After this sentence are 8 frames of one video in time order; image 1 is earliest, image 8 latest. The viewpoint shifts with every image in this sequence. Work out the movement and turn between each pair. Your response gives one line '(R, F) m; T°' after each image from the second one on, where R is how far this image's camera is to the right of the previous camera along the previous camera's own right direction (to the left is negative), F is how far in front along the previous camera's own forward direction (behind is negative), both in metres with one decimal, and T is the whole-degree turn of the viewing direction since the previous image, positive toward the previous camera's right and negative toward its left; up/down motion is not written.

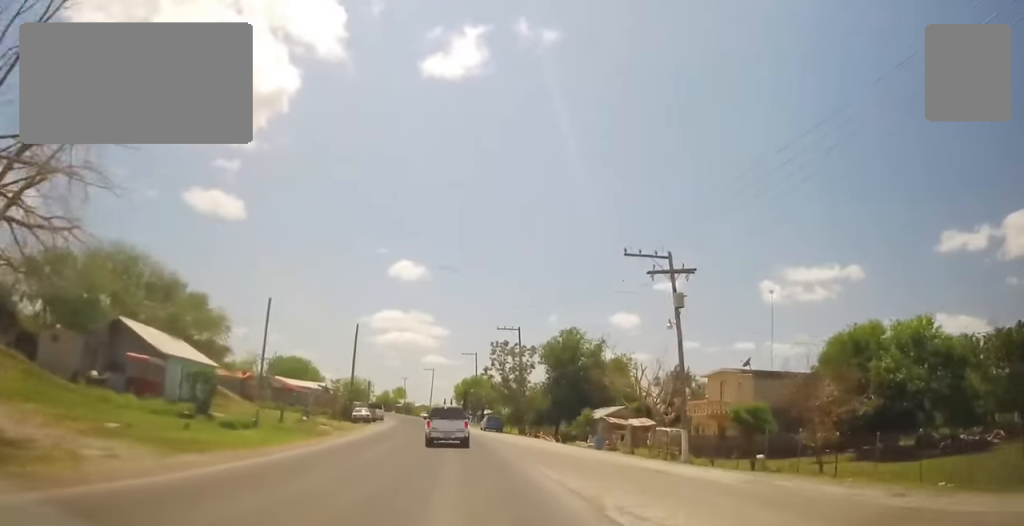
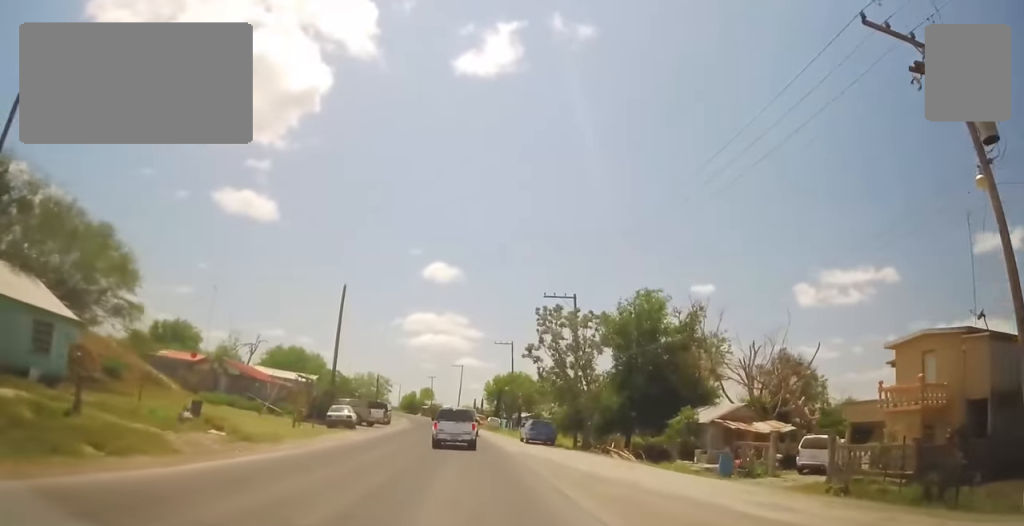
(0.0, +17.8) m; 0°
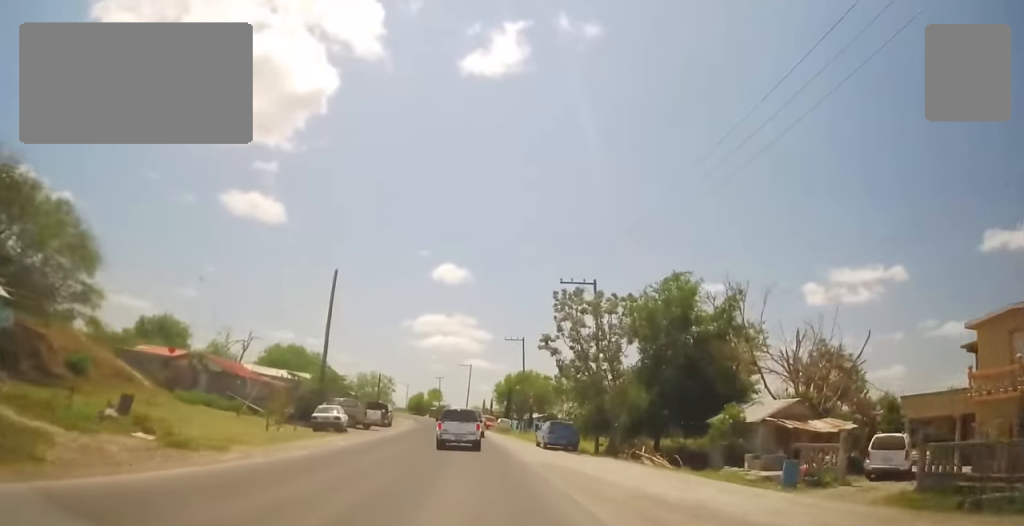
(0.0, +4.8) m; 0°
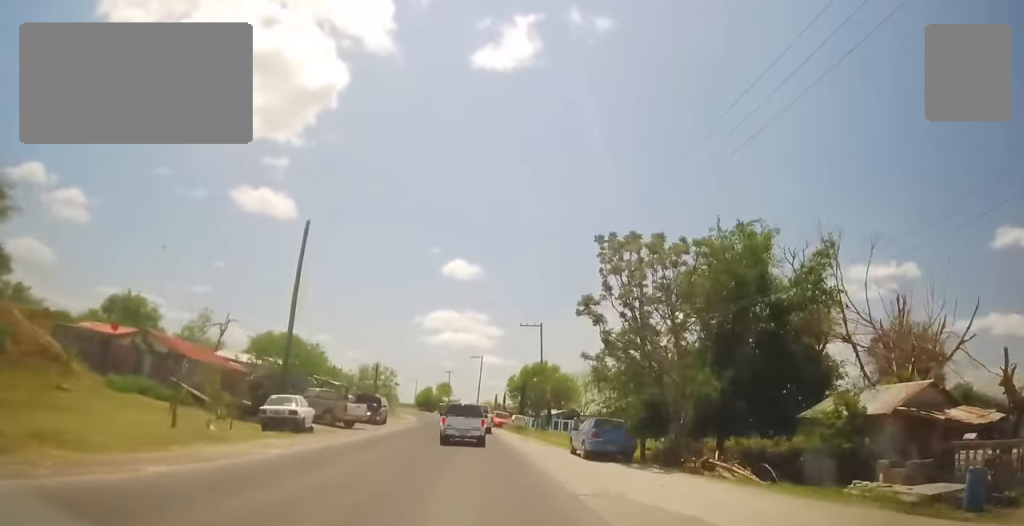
(0.0, +8.8) m; -1°
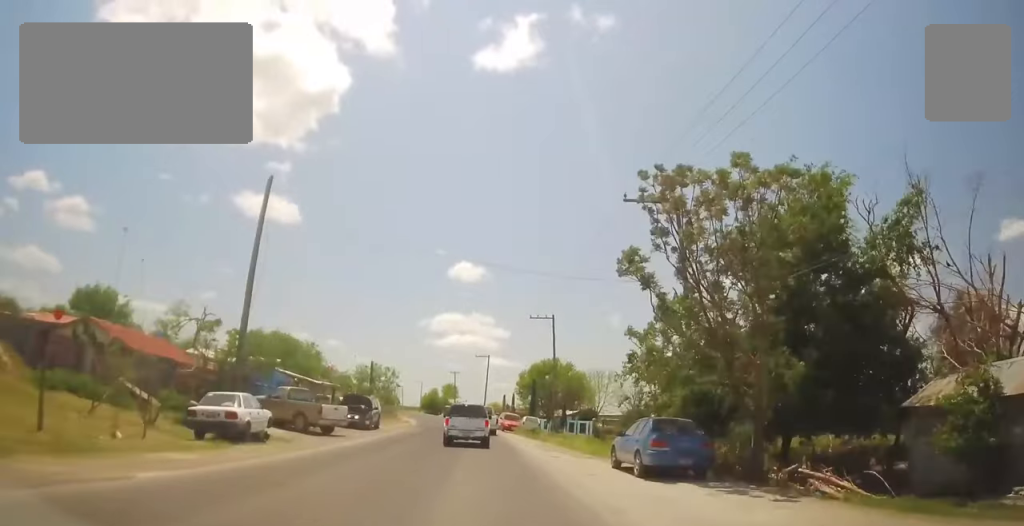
(+0.2, +6.0) m; -2°
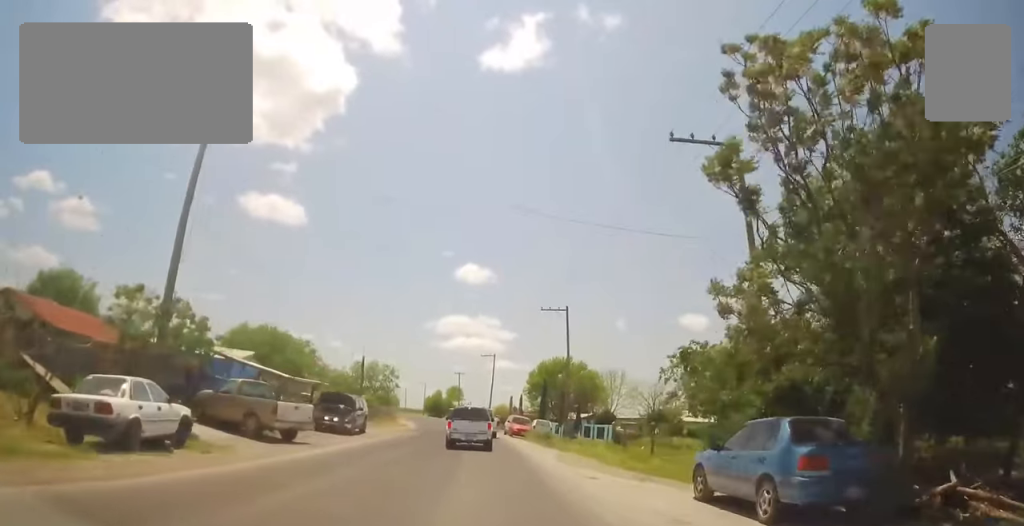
(-0.3, +6.2) m; -2°
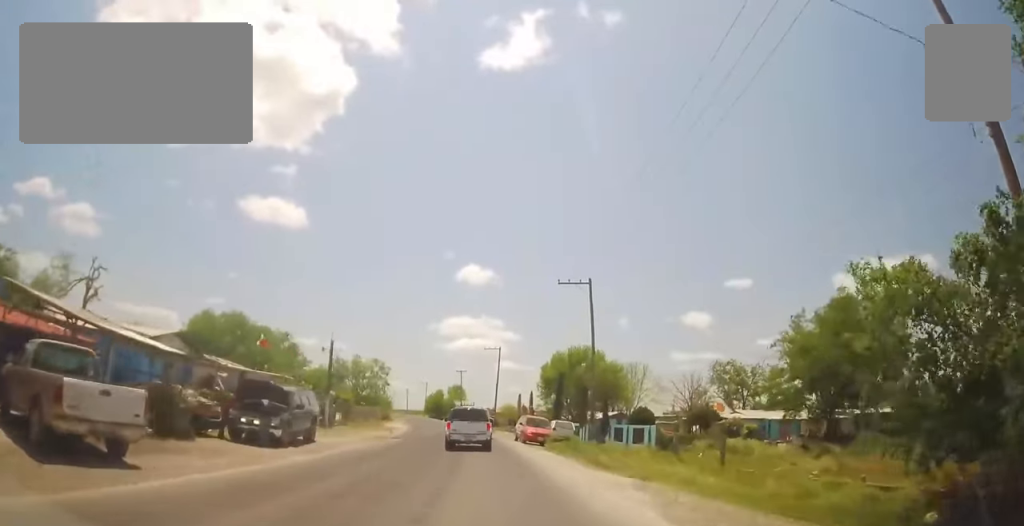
(-0.3, +11.0) m; -2°
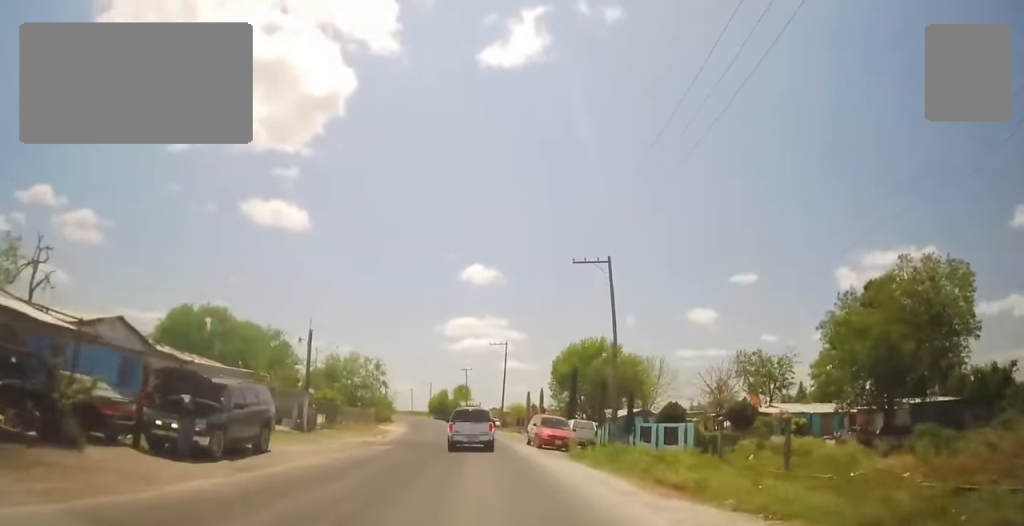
(0.0, +5.6) m; 0°
